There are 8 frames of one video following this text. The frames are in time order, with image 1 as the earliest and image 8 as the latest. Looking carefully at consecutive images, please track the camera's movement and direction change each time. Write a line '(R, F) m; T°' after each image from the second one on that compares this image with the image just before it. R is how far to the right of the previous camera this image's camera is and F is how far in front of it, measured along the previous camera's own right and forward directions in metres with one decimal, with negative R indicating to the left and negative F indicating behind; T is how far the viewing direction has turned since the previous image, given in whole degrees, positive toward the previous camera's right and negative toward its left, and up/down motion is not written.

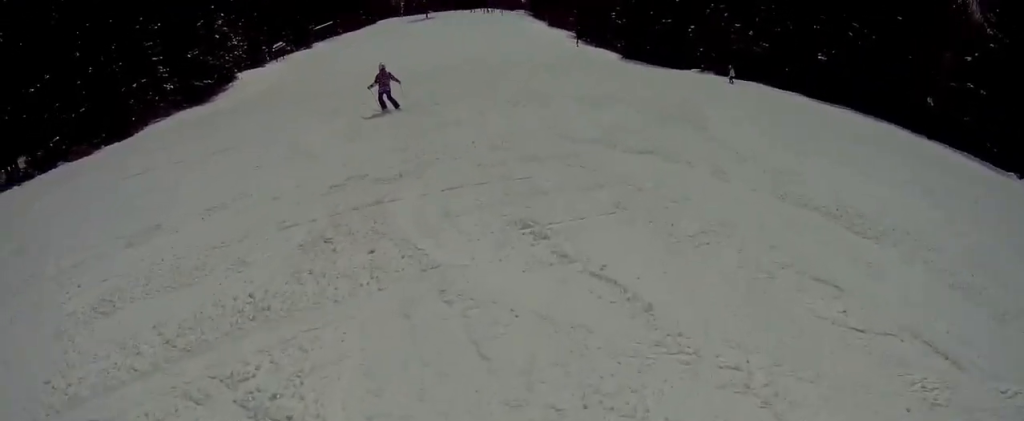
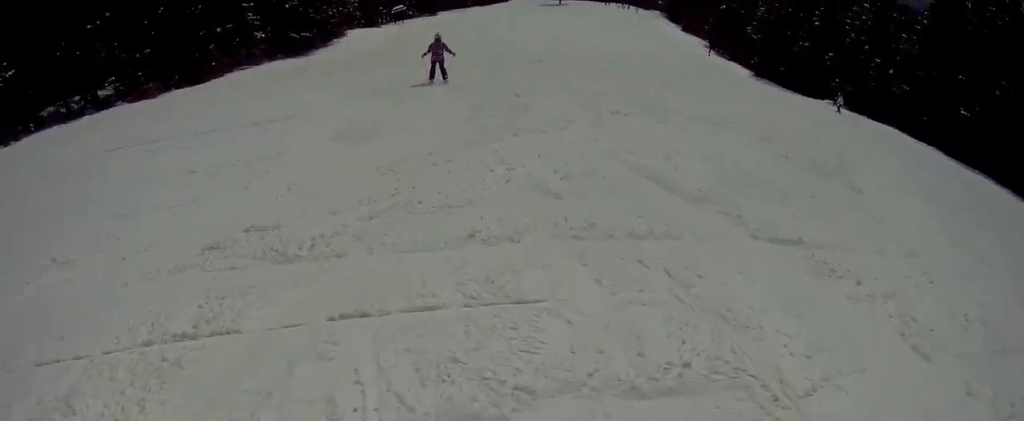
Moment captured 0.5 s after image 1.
(-0.2, +4.3) m; +1°
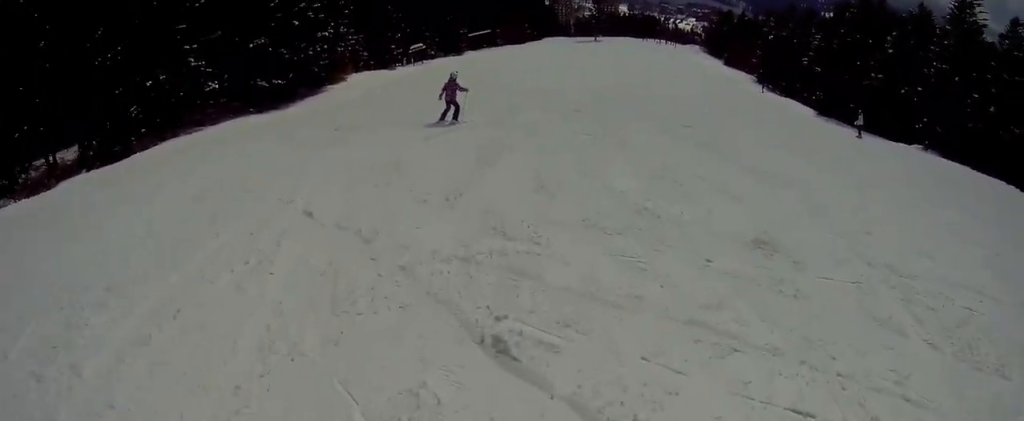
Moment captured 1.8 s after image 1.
(+0.7, +12.2) m; +2°
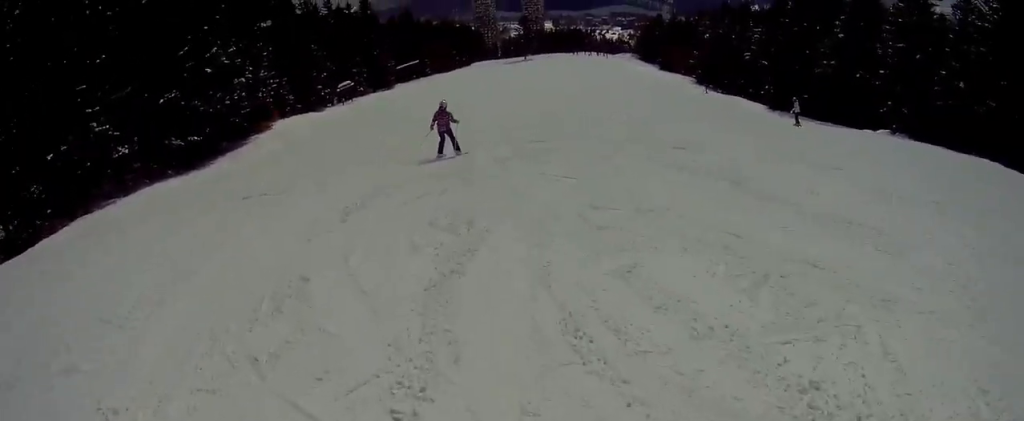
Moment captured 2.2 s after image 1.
(0.0, +4.2) m; -1°
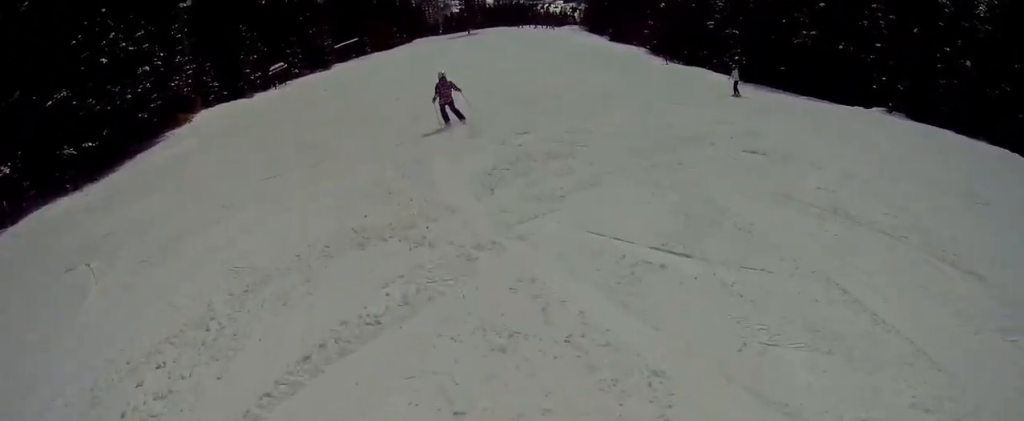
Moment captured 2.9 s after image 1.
(-0.5, +6.5) m; -4°
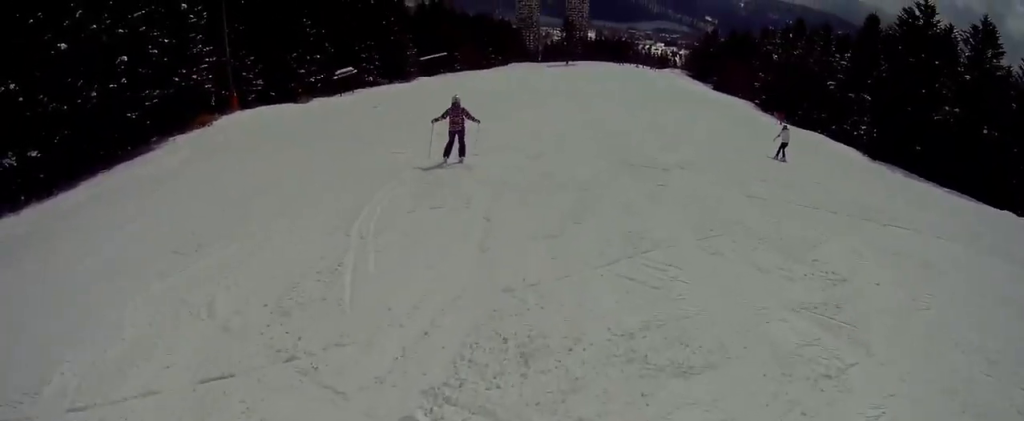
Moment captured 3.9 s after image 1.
(-0.1, +10.0) m; +4°
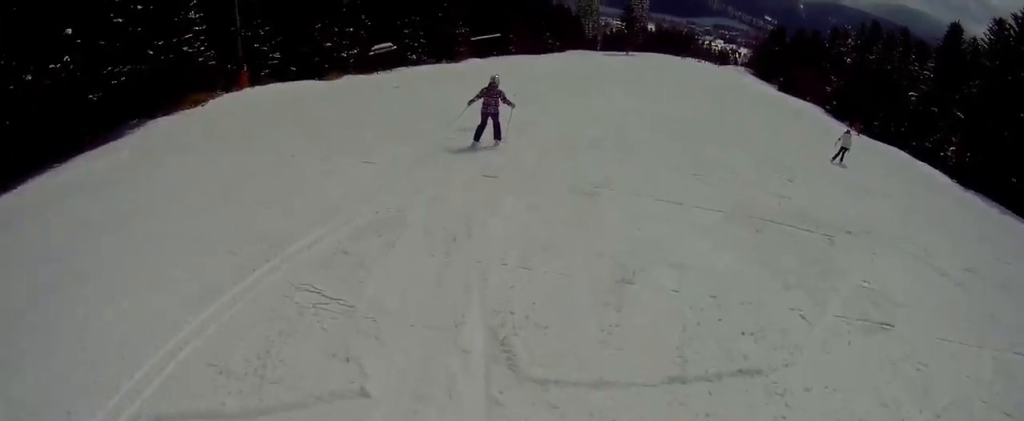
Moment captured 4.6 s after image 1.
(+0.5, +6.5) m; +8°
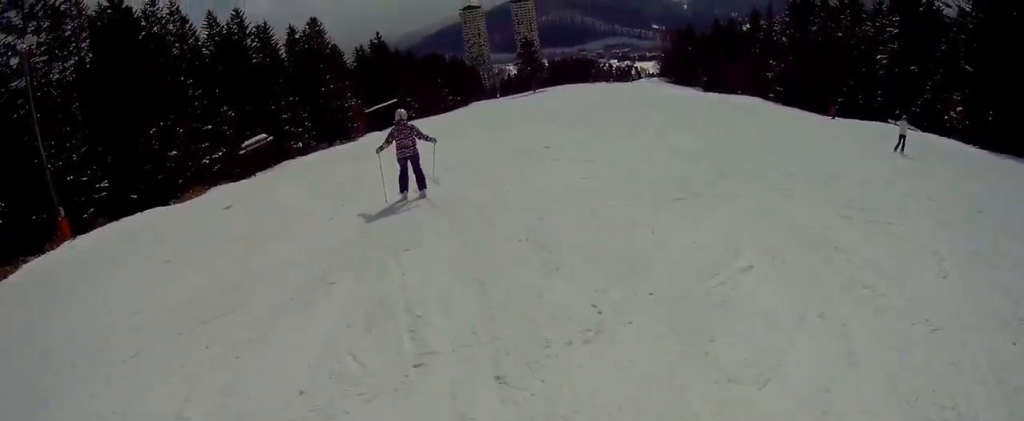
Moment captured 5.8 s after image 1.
(+1.6, +11.7) m; +12°
